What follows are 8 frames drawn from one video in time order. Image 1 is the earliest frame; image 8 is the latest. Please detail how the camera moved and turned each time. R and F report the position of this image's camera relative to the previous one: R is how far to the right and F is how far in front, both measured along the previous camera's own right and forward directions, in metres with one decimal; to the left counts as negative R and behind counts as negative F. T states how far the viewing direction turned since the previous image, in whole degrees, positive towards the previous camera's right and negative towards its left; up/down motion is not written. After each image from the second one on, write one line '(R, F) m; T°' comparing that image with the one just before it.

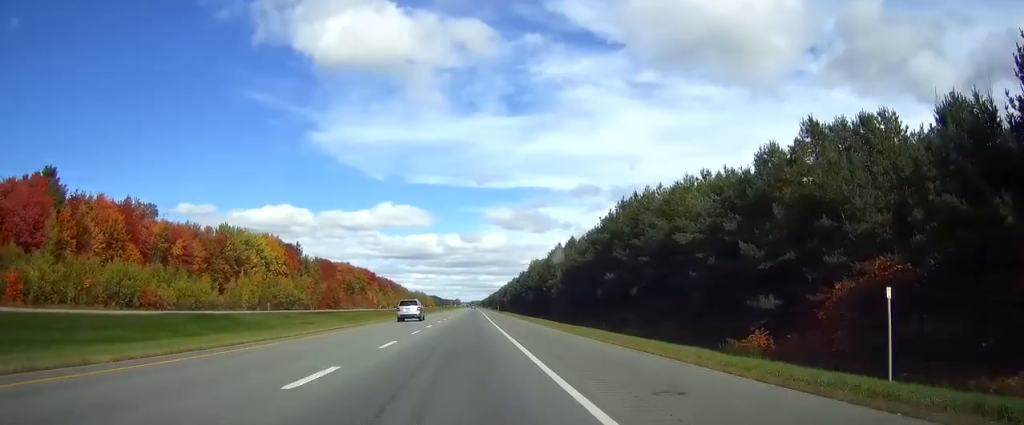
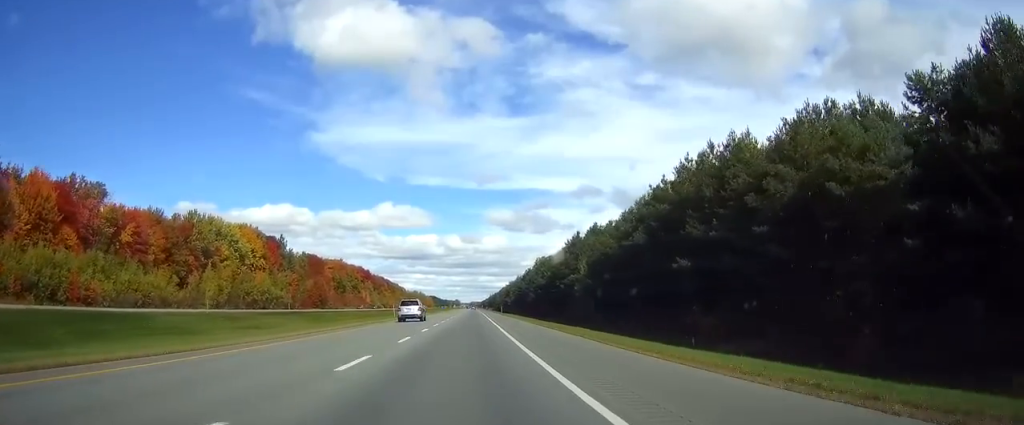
(-0.1, +24.3) m; 0°
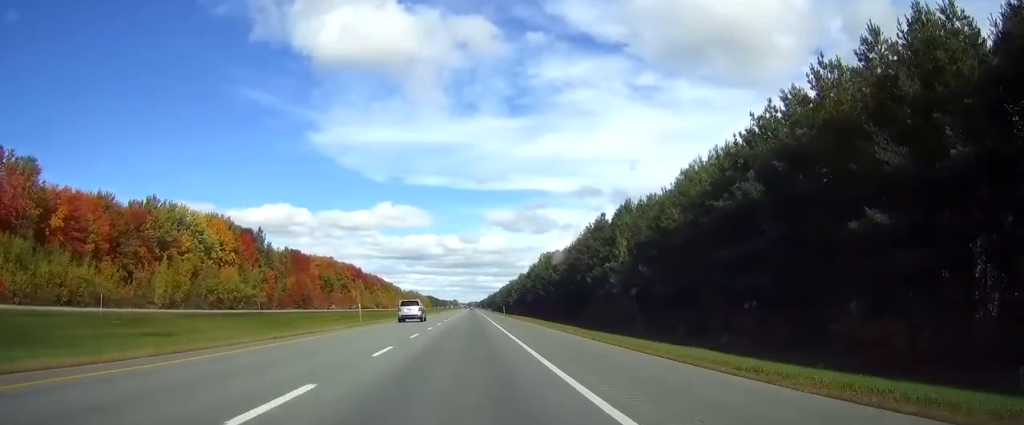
(+0.1, +24.3) m; 0°
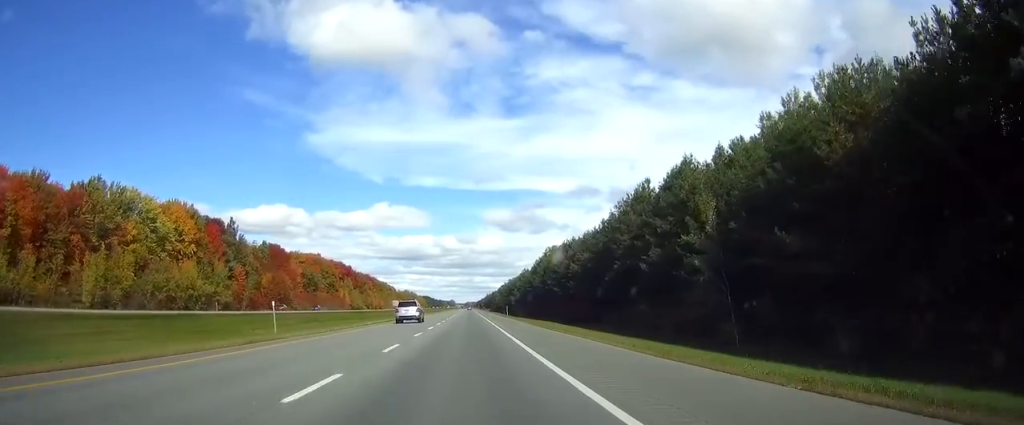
(-0.1, +25.3) m; 0°
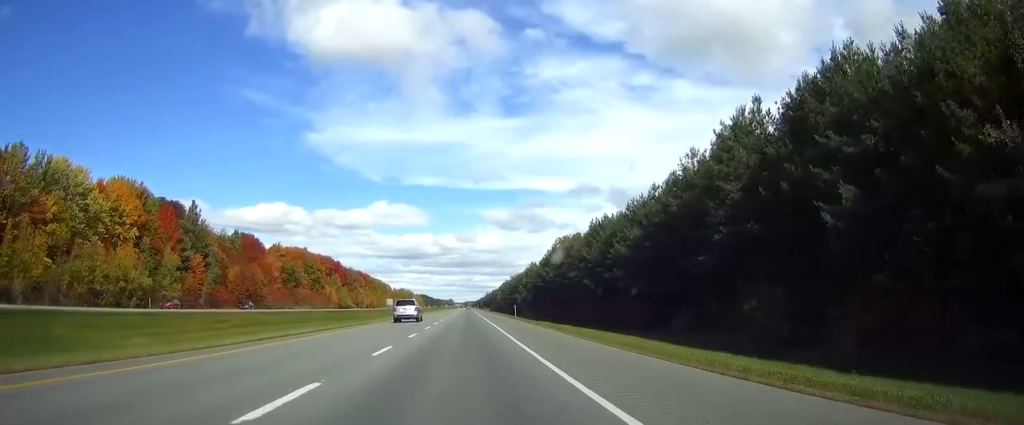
(+0.1, +28.6) m; 0°
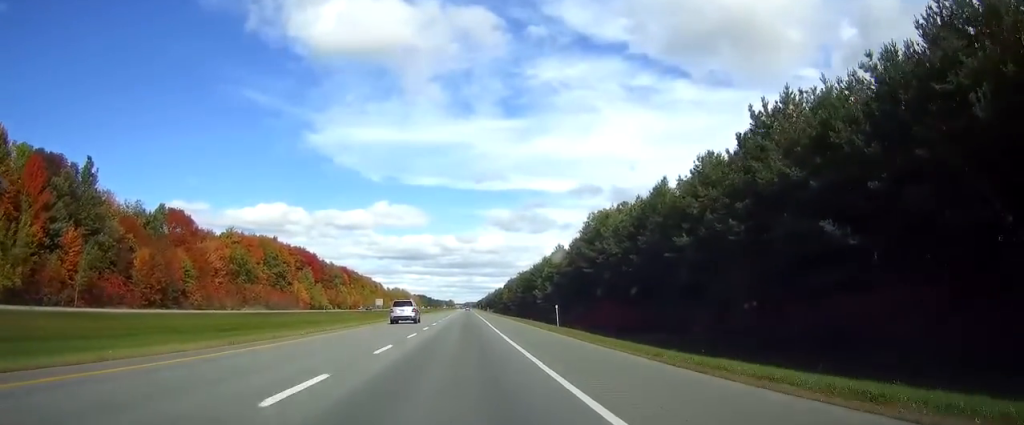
(0.0, +53.8) m; 0°
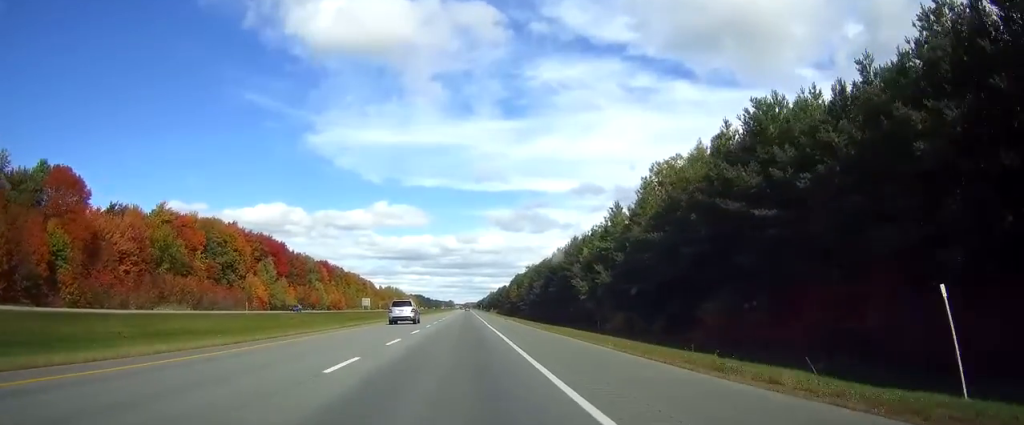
(+0.1, +50.6) m; 0°
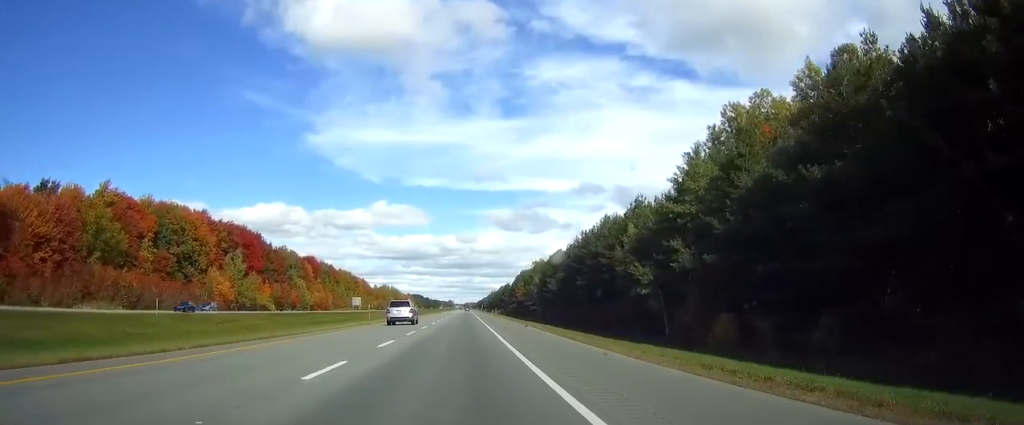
(0.0, +28.6) m; 0°
